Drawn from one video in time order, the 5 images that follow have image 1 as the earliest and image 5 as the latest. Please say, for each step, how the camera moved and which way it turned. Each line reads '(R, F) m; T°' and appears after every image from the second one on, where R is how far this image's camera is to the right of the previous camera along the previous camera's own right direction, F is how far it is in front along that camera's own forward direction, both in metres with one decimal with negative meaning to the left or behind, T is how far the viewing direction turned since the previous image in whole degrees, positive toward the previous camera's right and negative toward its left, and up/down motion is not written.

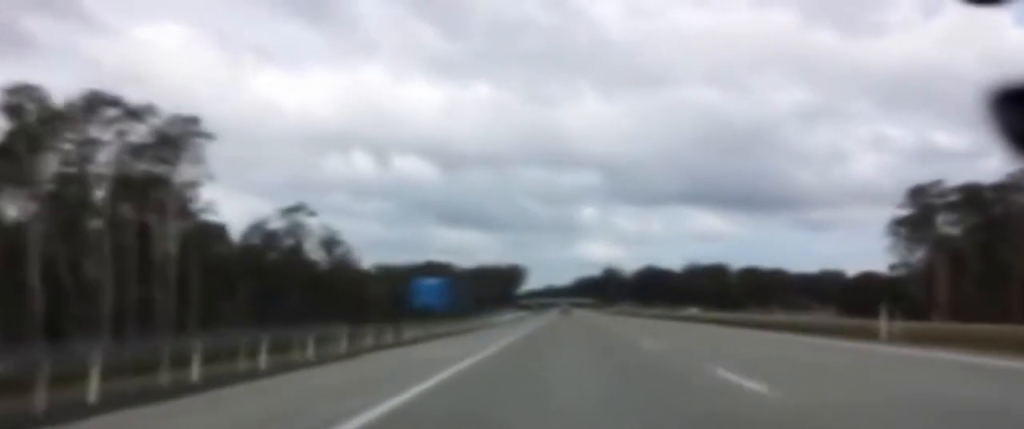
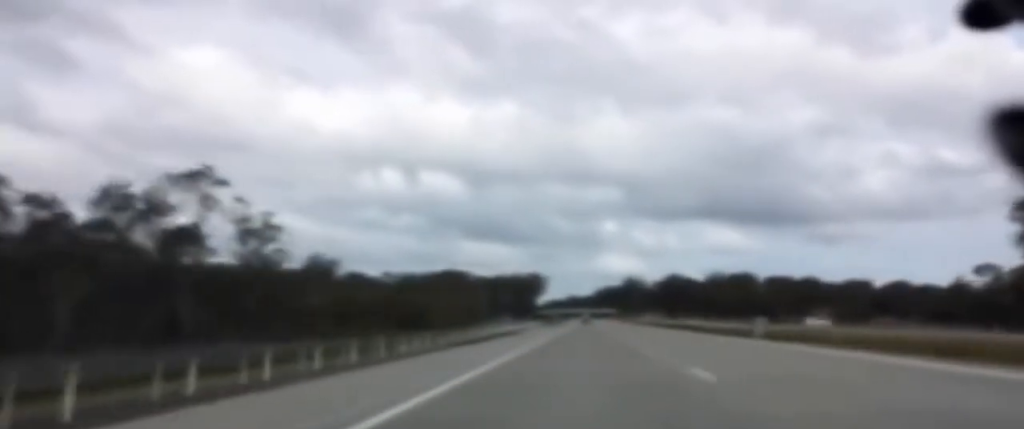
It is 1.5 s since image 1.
(-0.4, +45.1) m; 0°
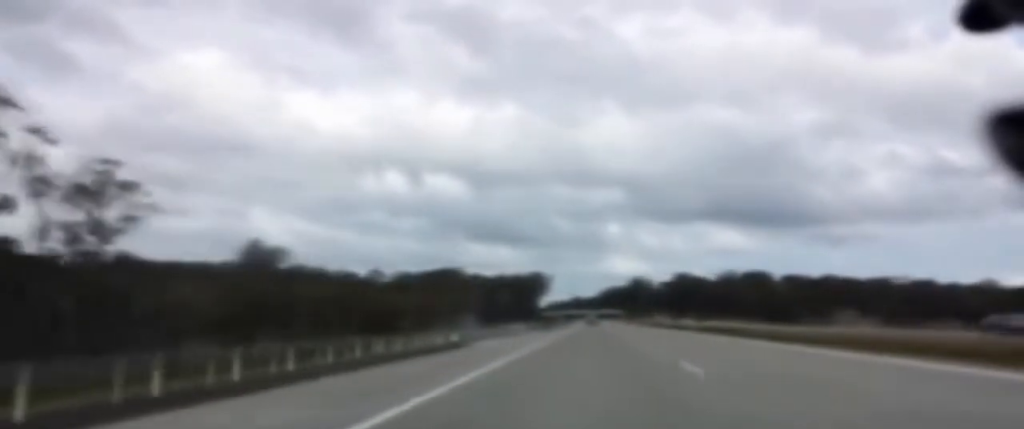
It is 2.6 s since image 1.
(+0.2, +34.8) m; 0°
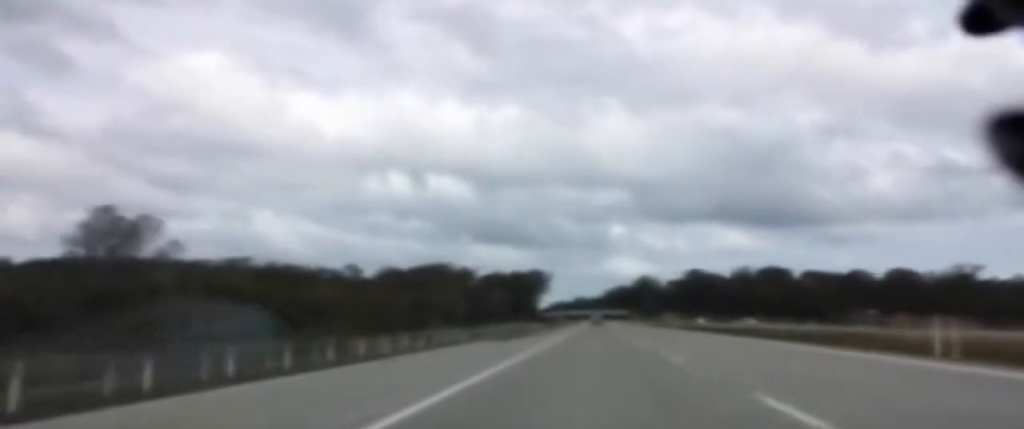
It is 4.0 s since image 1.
(-0.2, +43.9) m; 0°
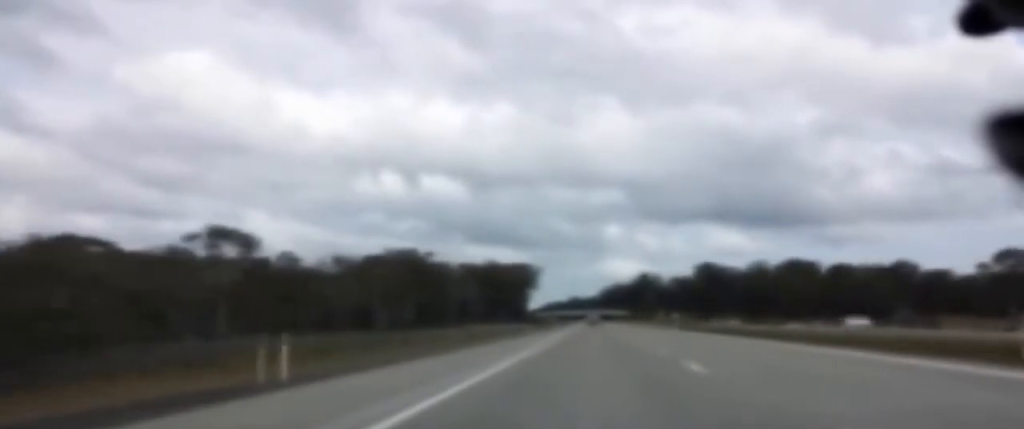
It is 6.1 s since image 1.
(+0.4, +64.0) m; 0°
